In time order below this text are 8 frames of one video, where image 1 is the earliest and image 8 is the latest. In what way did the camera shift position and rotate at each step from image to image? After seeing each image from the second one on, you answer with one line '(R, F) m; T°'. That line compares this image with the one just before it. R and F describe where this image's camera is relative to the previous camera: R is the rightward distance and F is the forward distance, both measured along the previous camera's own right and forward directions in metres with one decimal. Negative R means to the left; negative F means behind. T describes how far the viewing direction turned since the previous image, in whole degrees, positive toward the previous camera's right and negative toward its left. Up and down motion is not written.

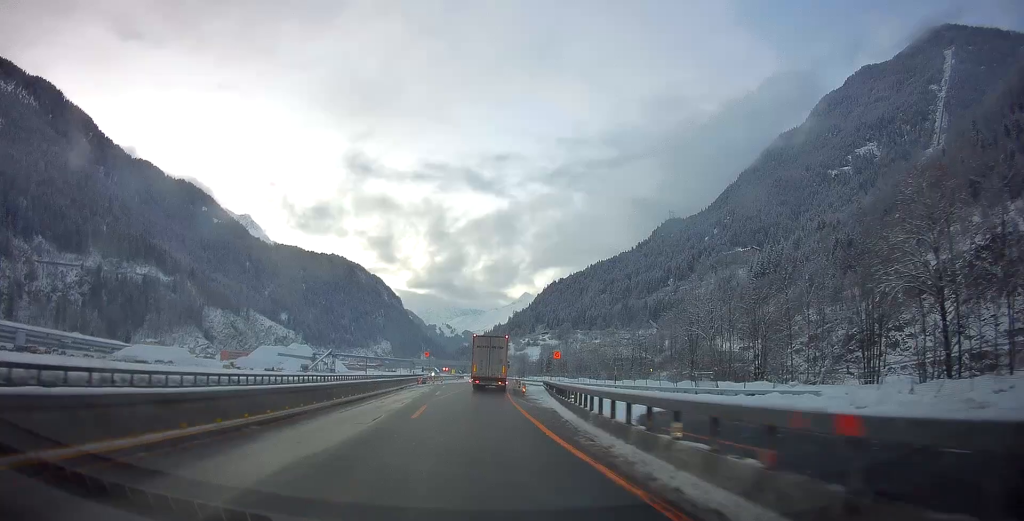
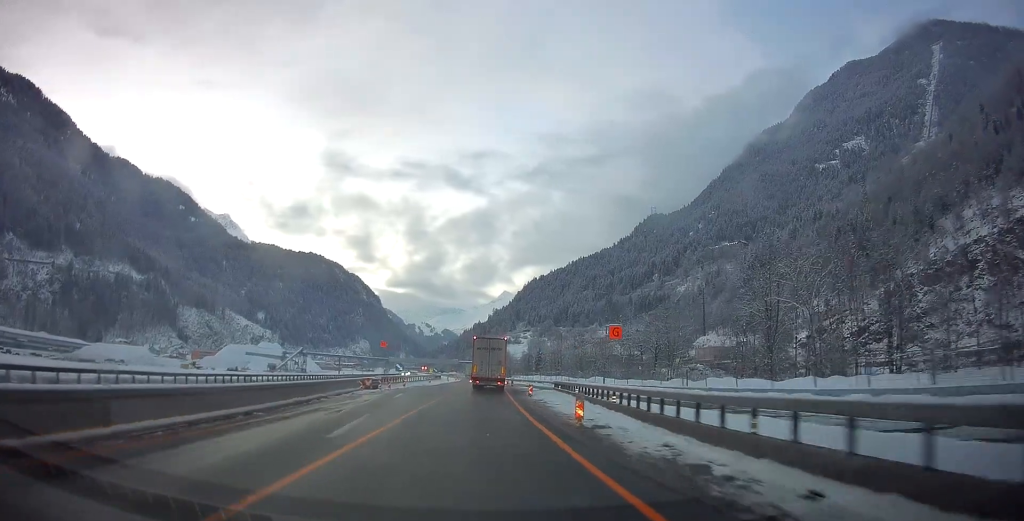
(+0.5, +23.9) m; +2°
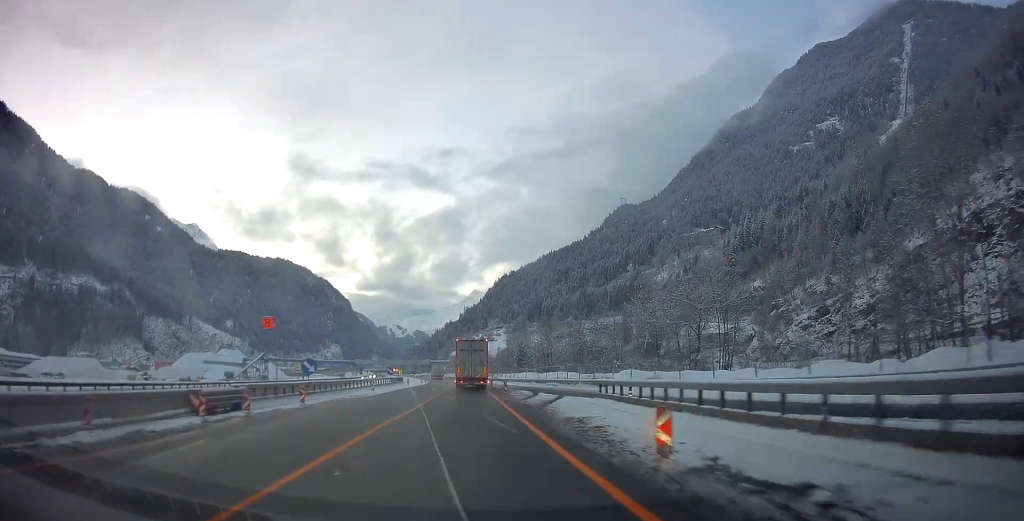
(+0.2, +24.3) m; +2°
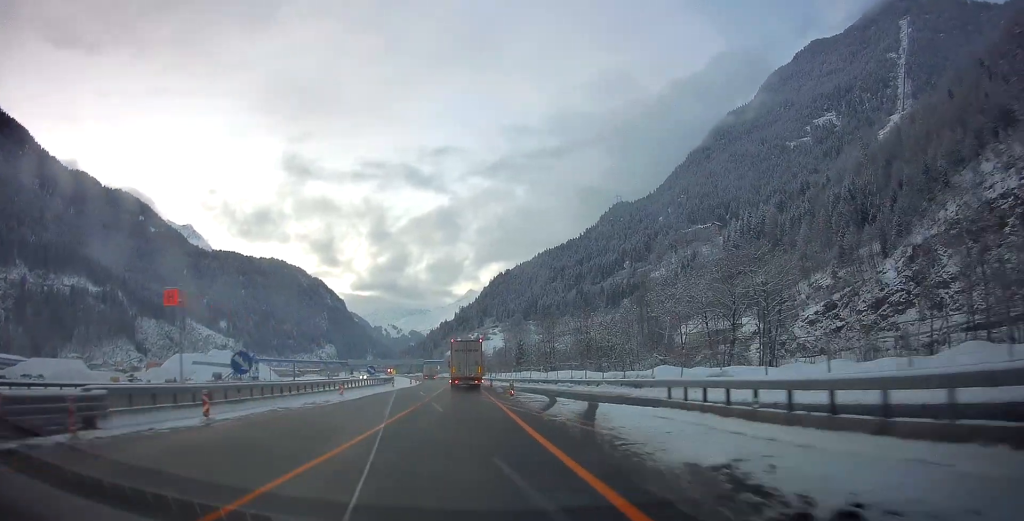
(+0.2, +8.9) m; -1°
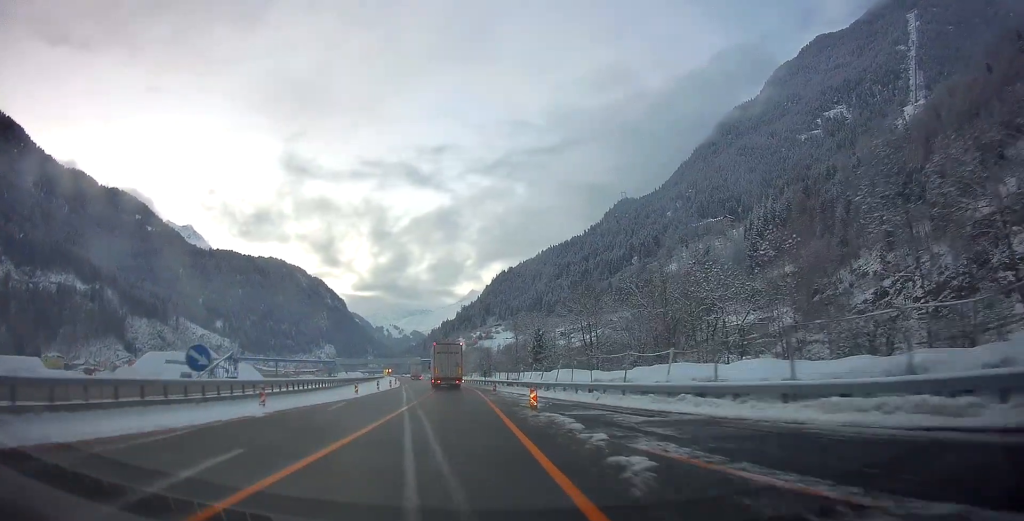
(-0.8, +34.4) m; -2°
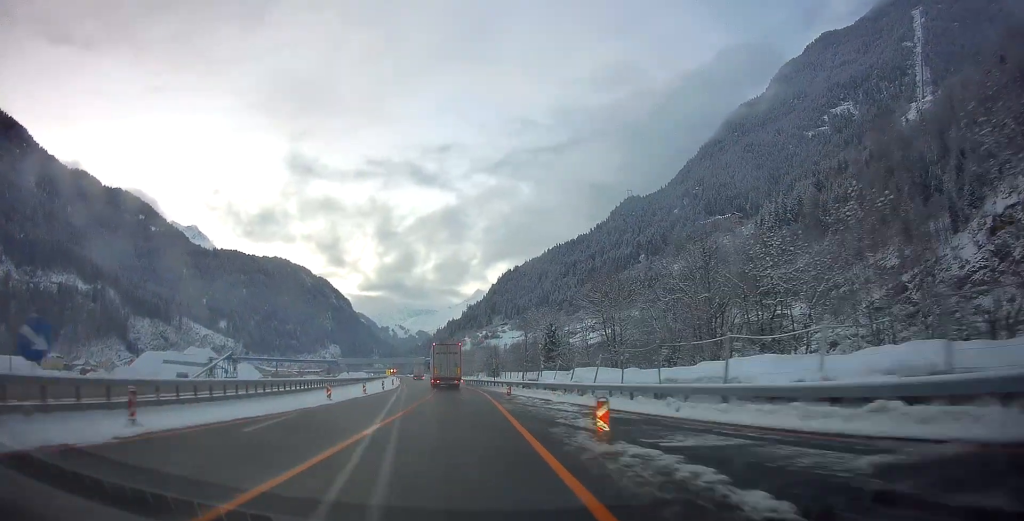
(+0.2, +8.4) m; 0°
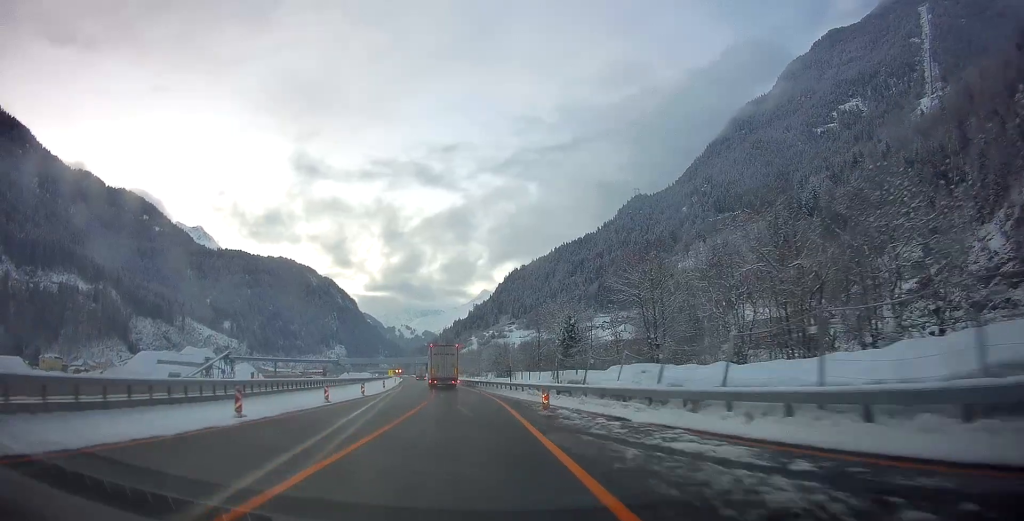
(0.0, +12.3) m; 0°
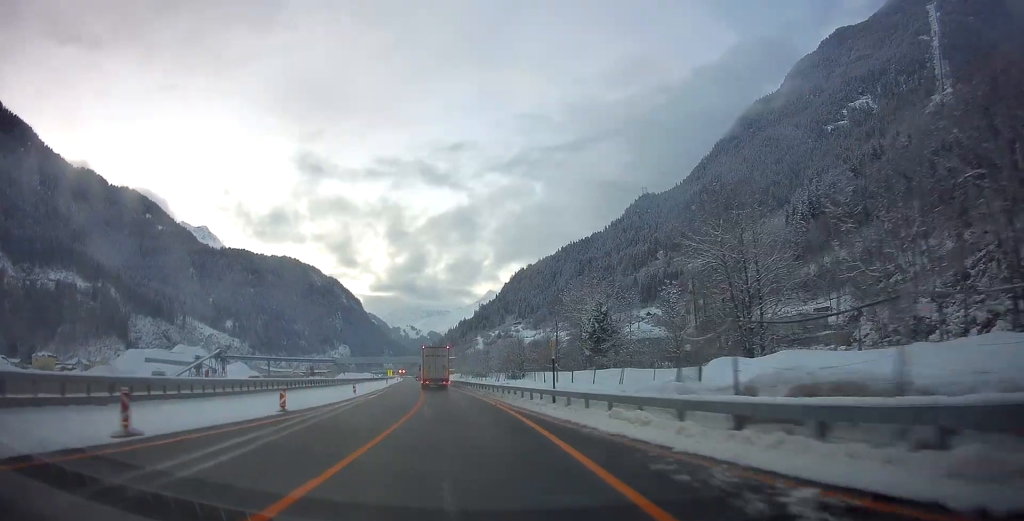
(-0.3, +17.0) m; -2°
